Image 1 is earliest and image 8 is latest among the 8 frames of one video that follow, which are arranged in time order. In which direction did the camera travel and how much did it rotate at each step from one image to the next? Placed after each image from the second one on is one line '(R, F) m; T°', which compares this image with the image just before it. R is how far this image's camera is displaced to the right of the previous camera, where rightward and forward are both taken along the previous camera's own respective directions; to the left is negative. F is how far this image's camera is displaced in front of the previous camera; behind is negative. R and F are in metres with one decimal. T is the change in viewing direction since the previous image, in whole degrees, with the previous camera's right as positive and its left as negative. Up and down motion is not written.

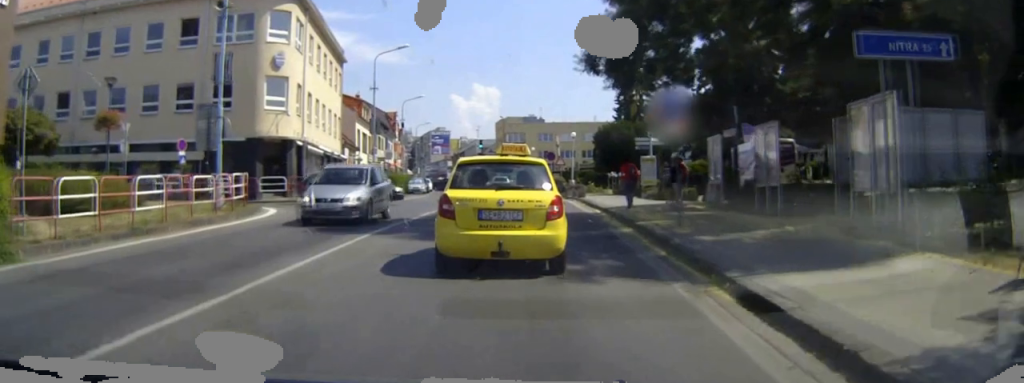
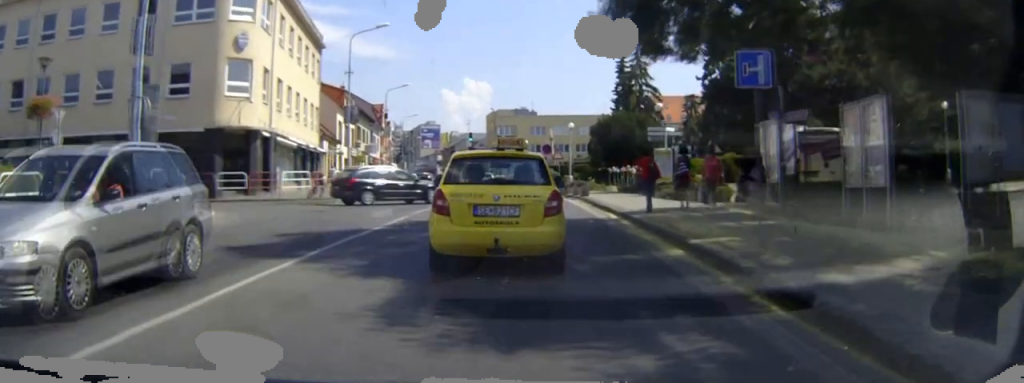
(0.0, +4.9) m; +1°
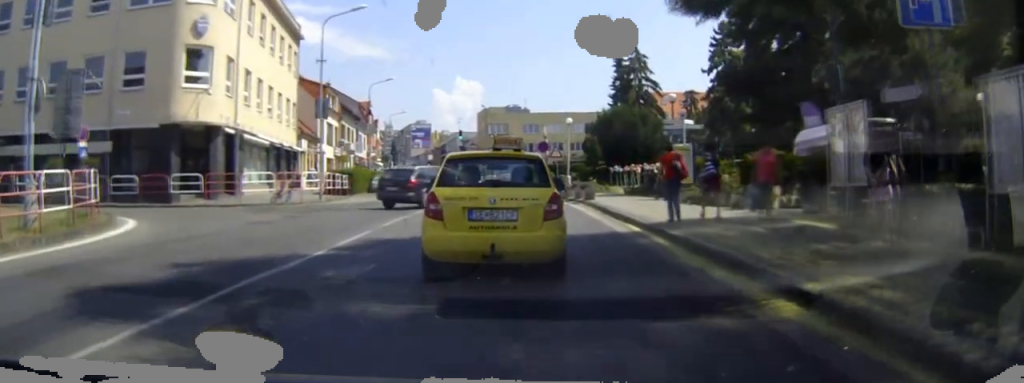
(0.0, +4.3) m; 0°
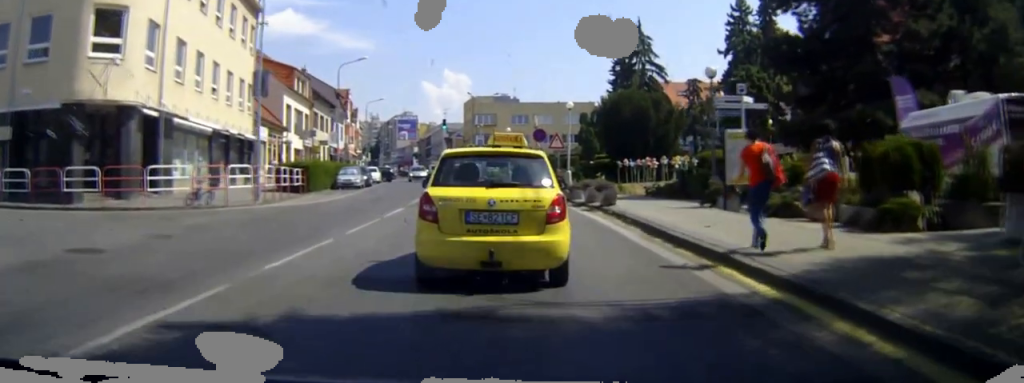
(0.0, +8.2) m; 0°
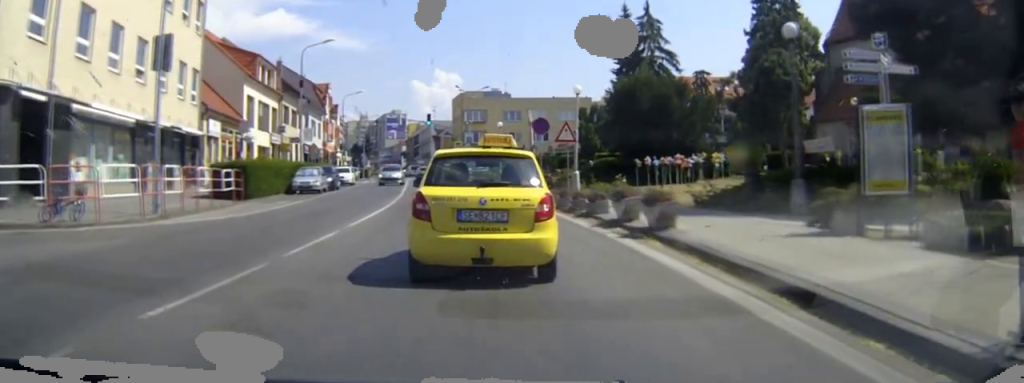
(0.0, +8.5) m; 0°
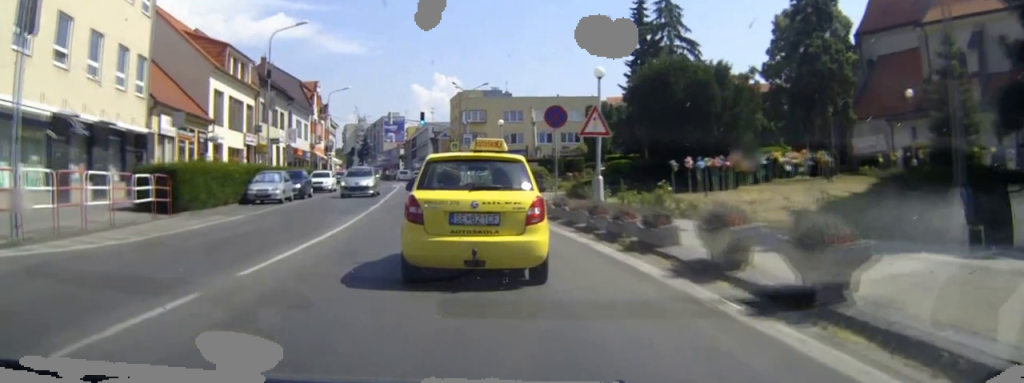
(-0.1, +6.8) m; -1°
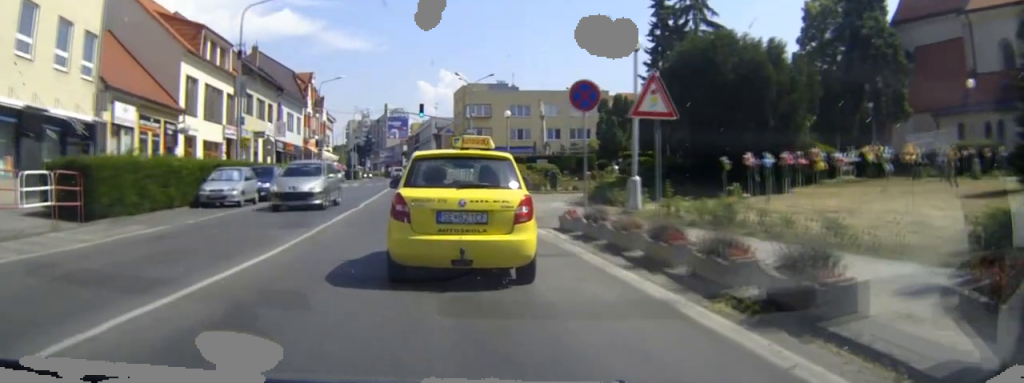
(0.0, +5.6) m; 0°
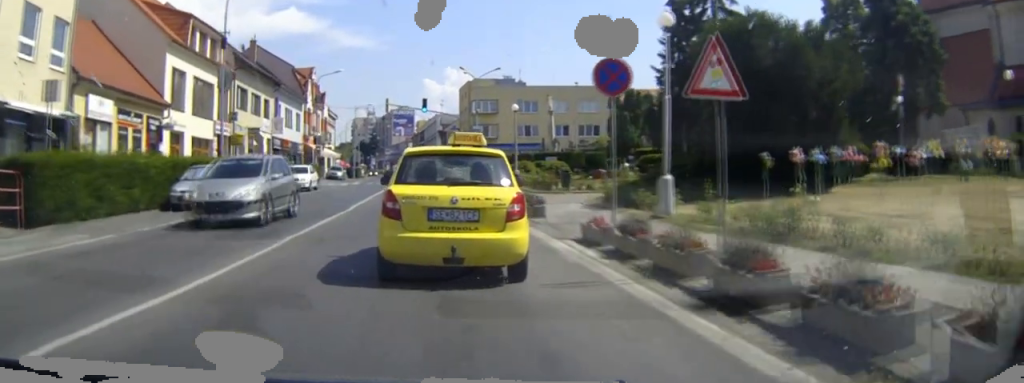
(0.0, +2.9) m; 0°
